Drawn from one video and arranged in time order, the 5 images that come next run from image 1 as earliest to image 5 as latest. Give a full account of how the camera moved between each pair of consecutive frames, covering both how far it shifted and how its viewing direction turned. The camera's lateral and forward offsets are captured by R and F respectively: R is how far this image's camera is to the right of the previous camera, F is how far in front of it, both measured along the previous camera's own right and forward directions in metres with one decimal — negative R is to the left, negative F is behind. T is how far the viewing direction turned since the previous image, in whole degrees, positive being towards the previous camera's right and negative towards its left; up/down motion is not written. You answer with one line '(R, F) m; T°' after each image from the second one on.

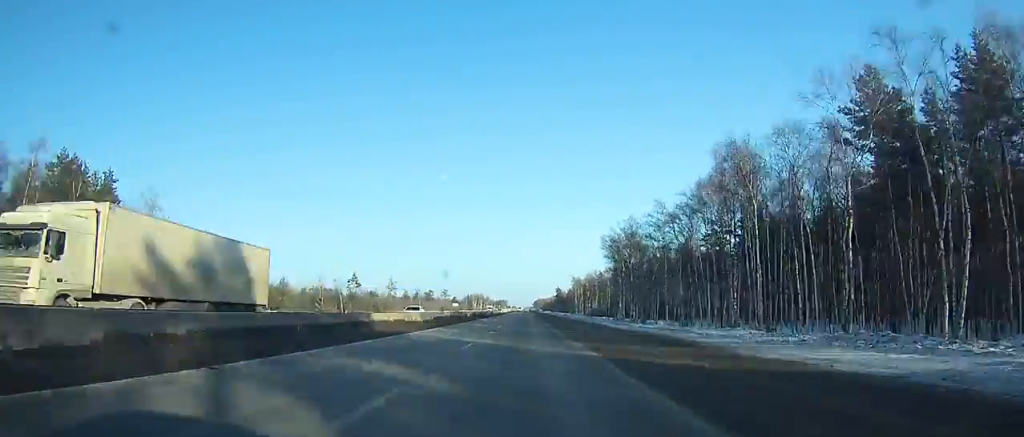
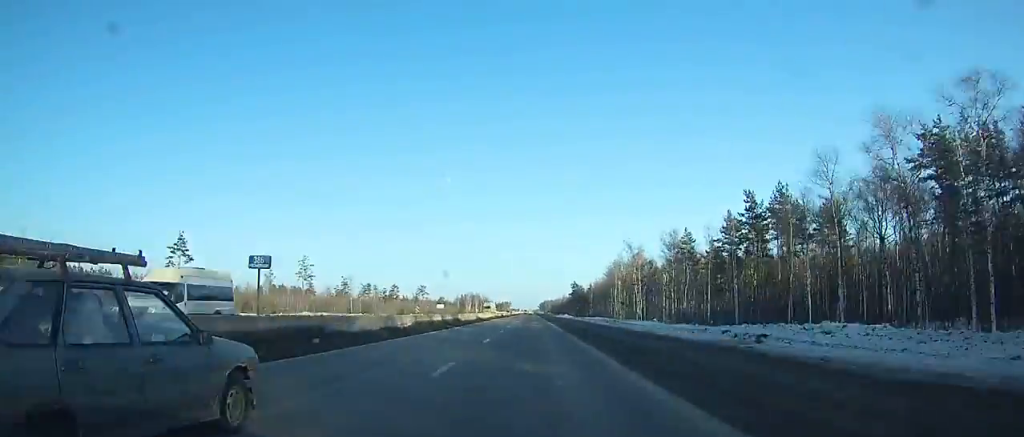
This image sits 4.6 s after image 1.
(-0.3, +101.2) m; 0°
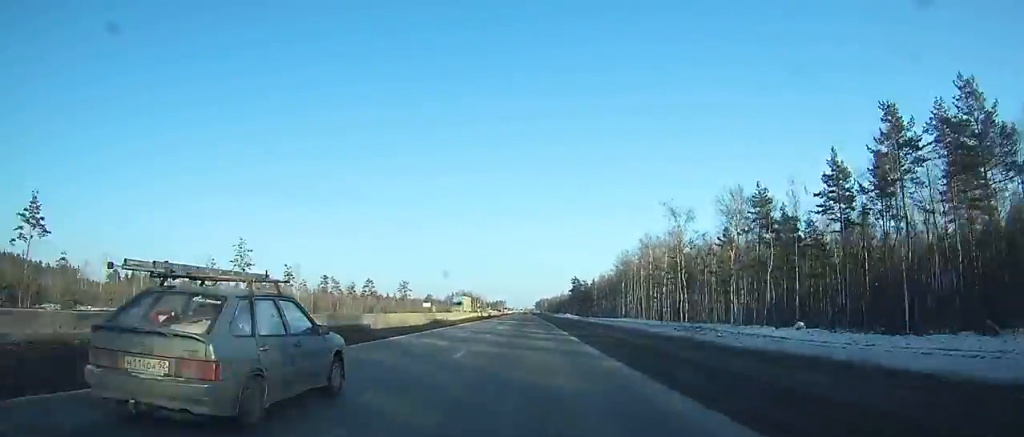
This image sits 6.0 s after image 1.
(0.0, +30.7) m; 0°
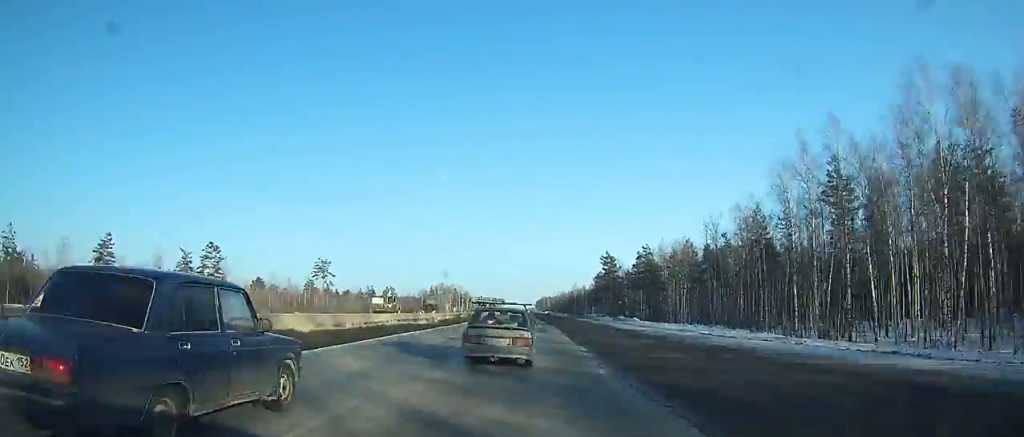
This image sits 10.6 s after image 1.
(-0.1, +101.3) m; 0°
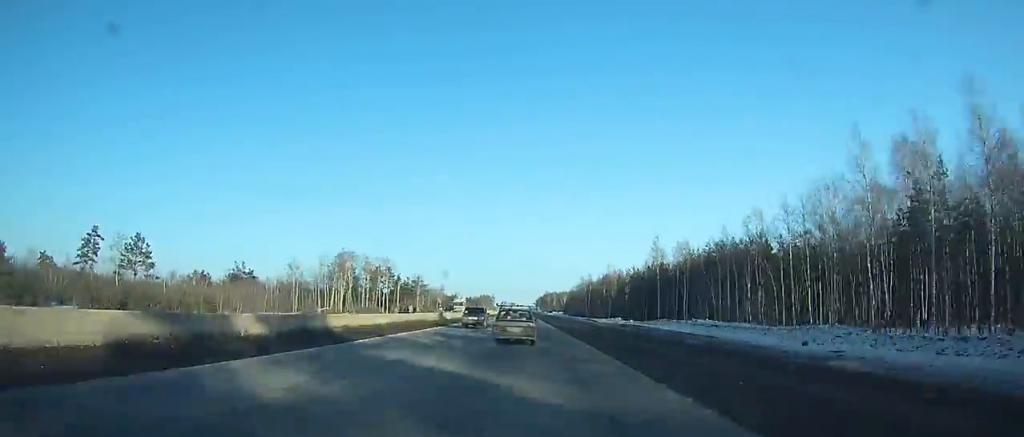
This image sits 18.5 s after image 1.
(-0.4, +184.8) m; 0°
